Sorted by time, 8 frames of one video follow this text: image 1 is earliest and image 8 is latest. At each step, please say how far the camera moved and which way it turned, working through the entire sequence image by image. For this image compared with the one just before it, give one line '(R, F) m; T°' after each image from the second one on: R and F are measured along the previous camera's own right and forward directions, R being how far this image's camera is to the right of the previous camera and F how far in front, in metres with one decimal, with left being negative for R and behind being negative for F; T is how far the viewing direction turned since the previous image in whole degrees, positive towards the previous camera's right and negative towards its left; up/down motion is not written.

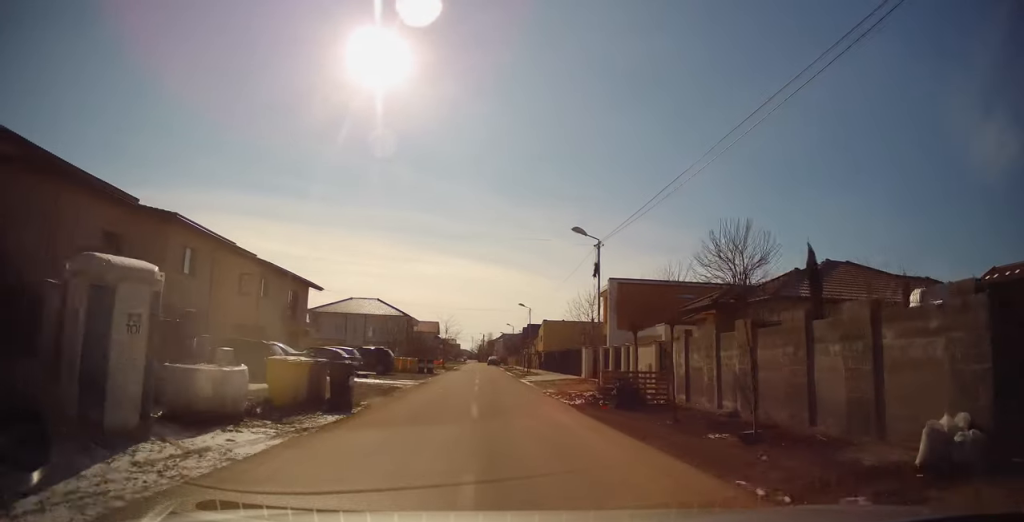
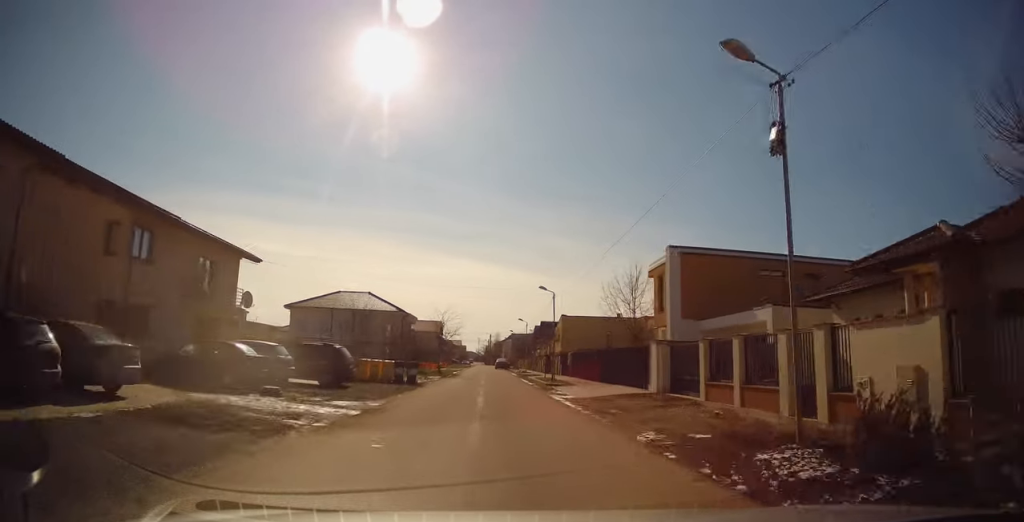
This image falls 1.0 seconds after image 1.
(+0.1, +12.5) m; +1°
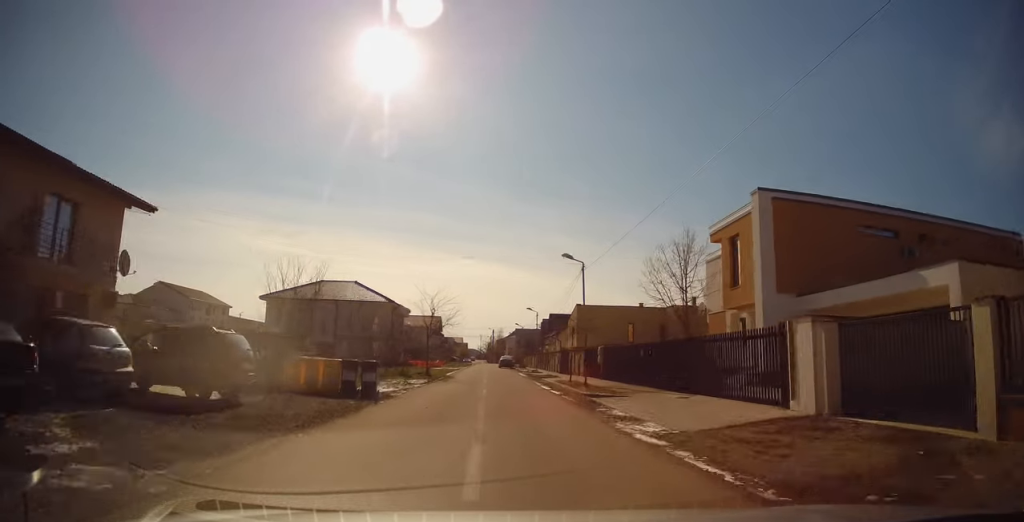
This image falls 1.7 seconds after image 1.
(0.0, +10.1) m; 0°
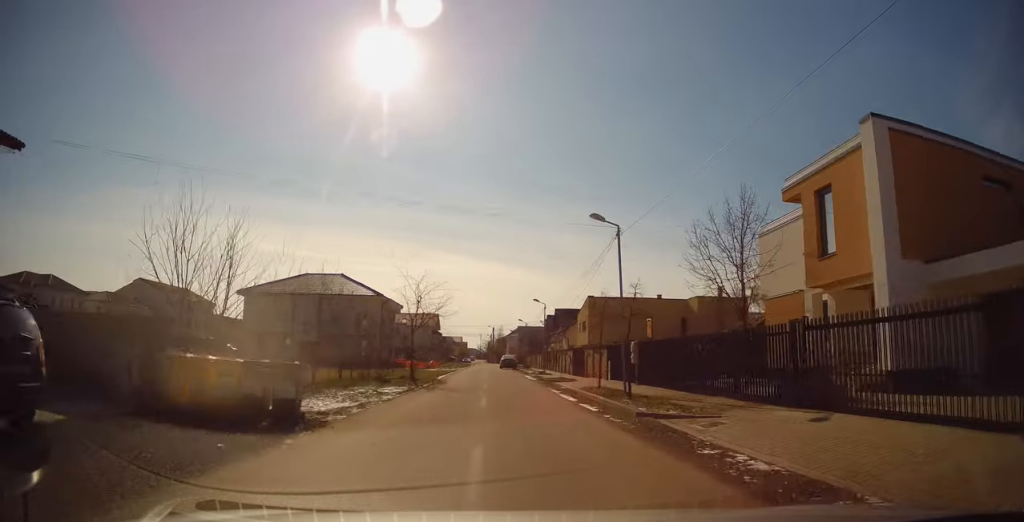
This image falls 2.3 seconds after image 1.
(+0.1, +7.0) m; 0°
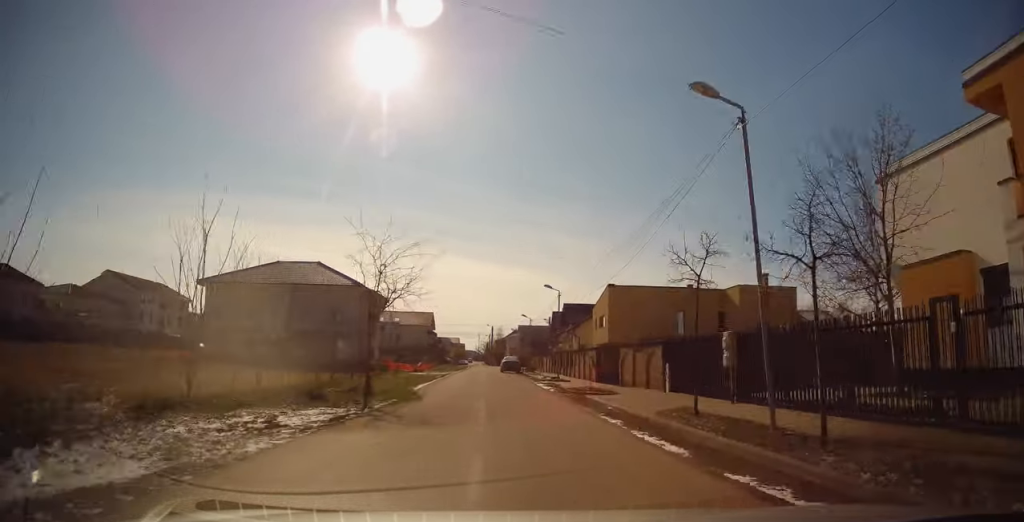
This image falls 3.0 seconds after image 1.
(0.0, +9.6) m; 0°
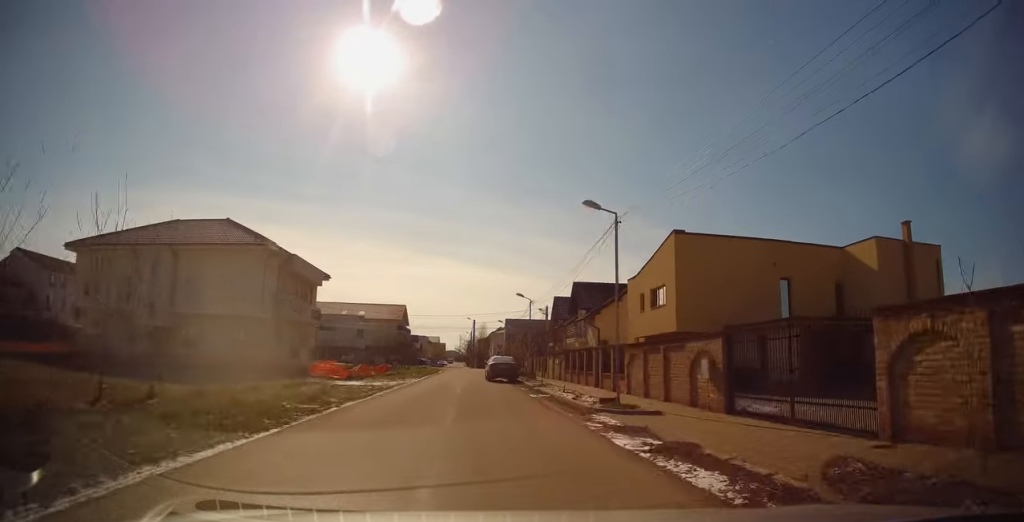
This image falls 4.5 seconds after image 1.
(0.0, +19.0) m; +1°
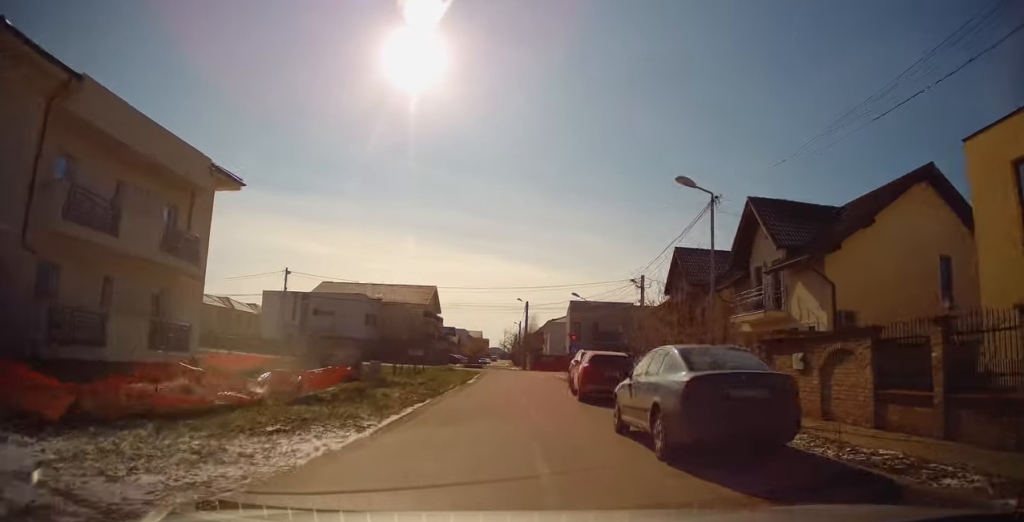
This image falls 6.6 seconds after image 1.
(-1.3, +25.0) m; -5°
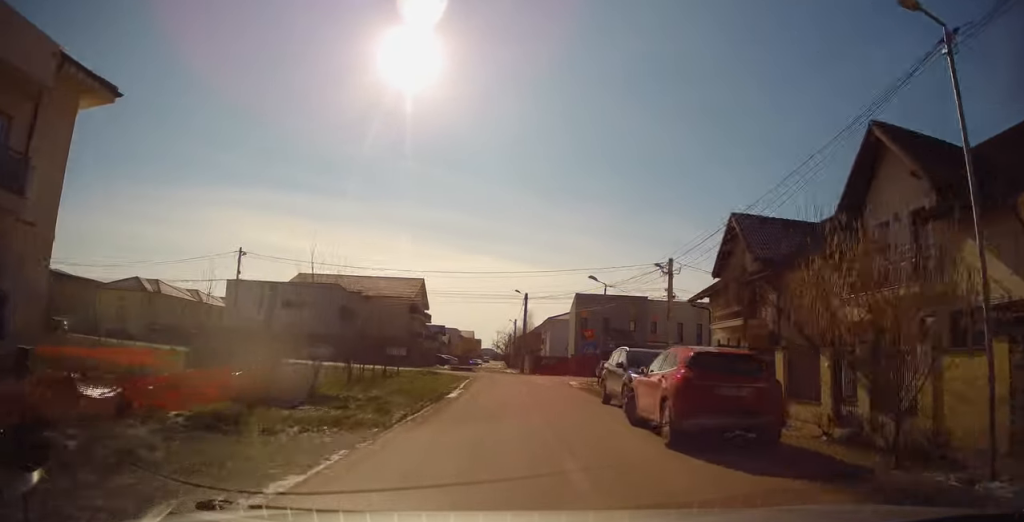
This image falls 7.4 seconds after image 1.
(+0.3, +8.5) m; +1°
